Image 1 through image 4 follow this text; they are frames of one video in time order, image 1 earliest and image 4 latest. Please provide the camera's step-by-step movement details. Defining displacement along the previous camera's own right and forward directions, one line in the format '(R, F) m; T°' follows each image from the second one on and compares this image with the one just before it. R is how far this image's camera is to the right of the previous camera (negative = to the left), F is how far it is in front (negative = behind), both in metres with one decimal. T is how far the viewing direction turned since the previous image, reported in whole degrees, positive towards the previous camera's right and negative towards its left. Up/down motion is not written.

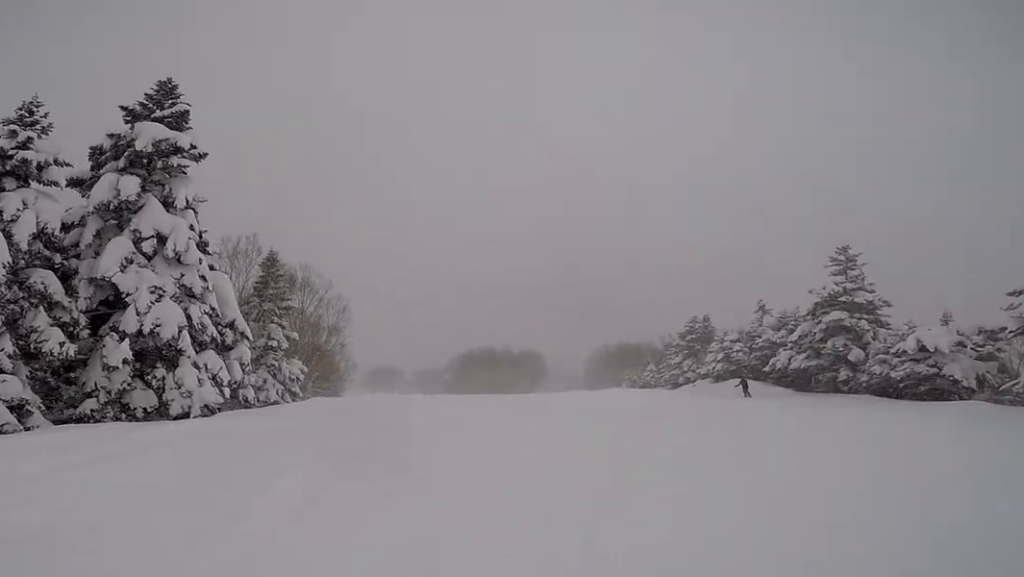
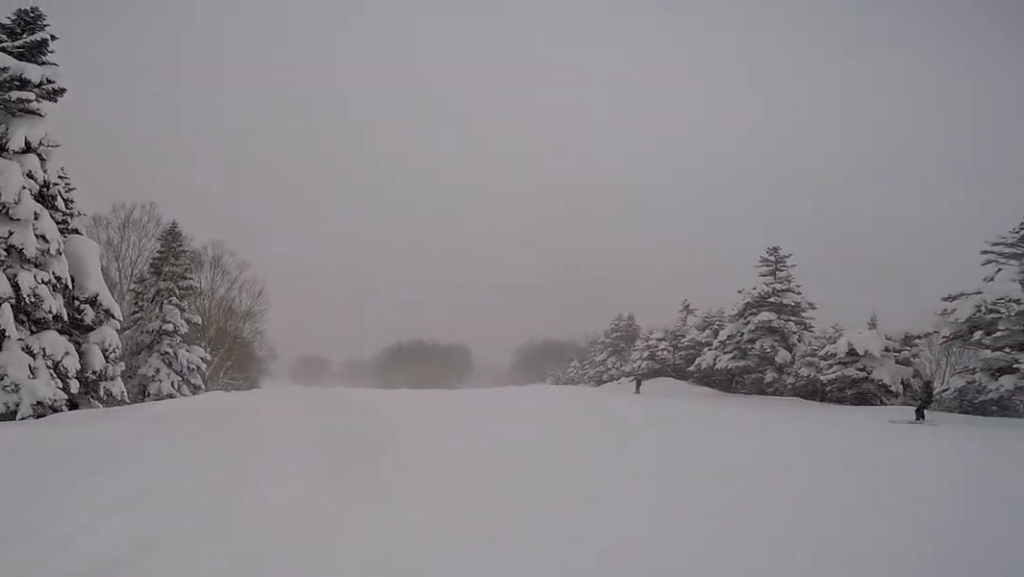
(-0.4, +2.9) m; +1°
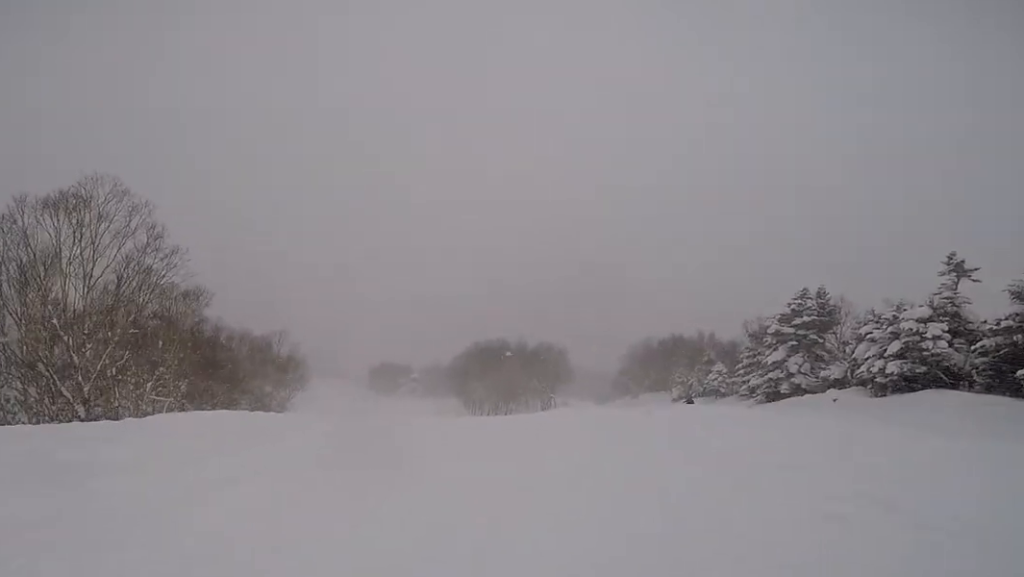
(+1.9, +18.1) m; -22°
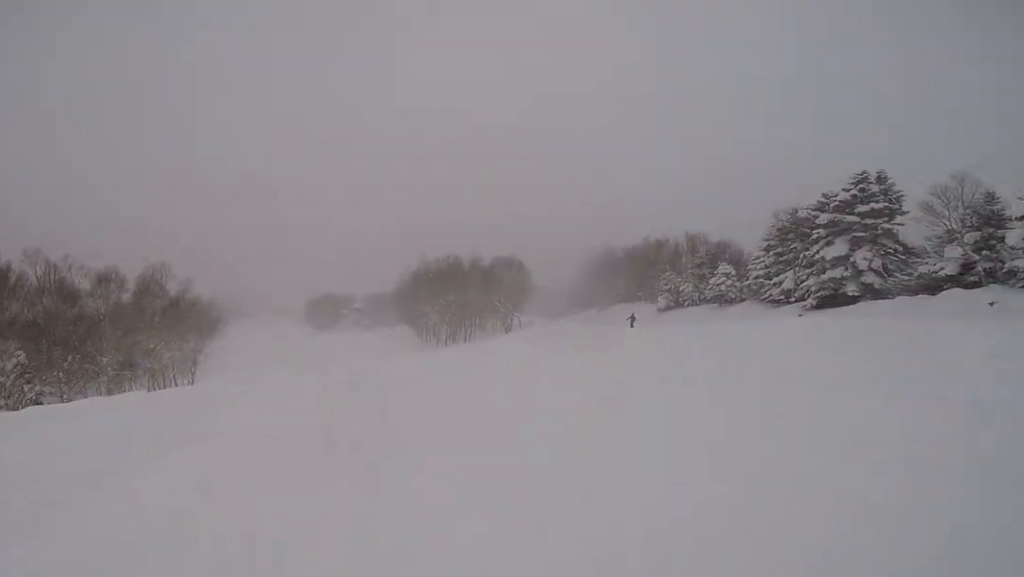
(+1.2, +11.0) m; +28°
